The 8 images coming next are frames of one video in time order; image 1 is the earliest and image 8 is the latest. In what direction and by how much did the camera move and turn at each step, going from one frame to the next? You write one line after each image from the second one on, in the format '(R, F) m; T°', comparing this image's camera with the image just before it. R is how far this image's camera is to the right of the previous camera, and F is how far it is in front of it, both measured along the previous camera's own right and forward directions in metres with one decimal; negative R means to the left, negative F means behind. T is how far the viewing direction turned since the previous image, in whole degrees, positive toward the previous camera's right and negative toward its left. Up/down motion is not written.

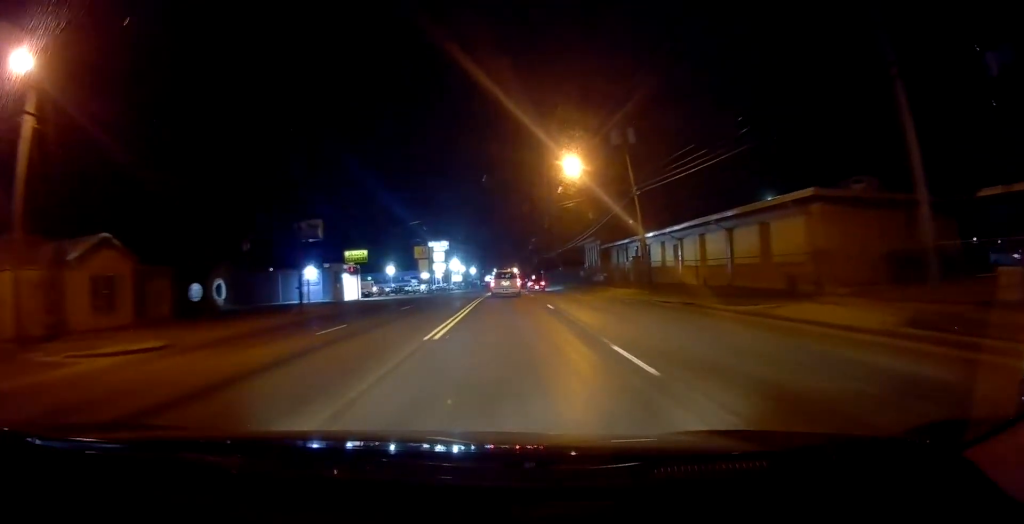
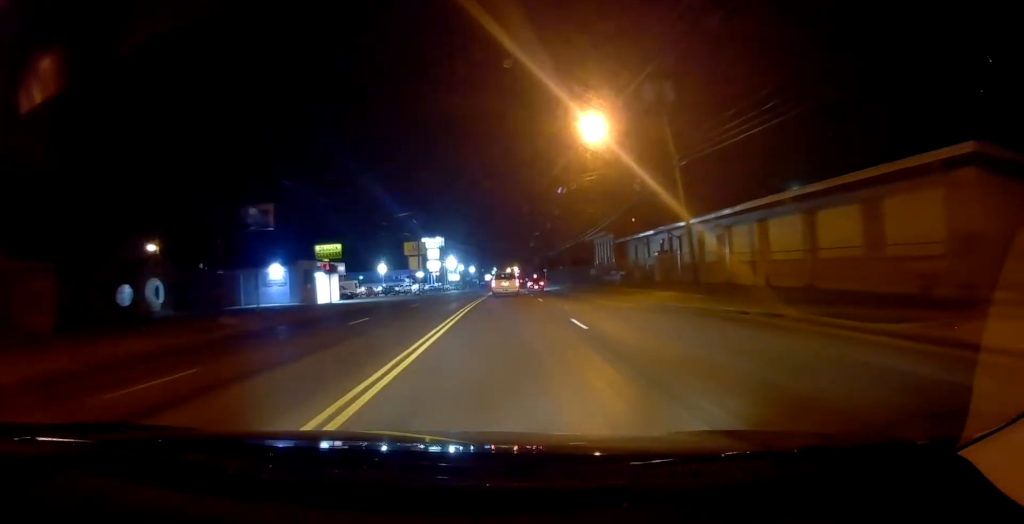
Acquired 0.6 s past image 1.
(-0.2, +9.2) m; +1°
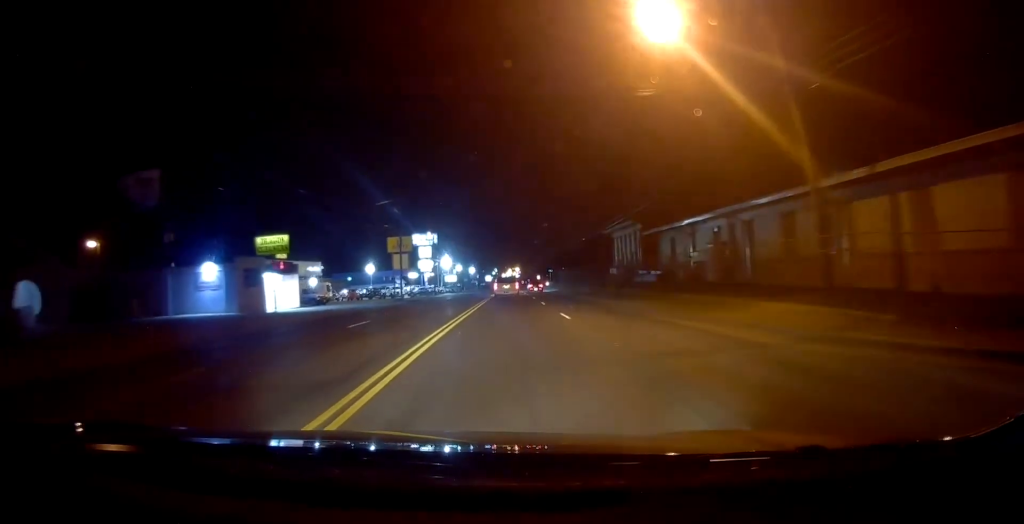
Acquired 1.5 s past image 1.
(+0.7, +12.5) m; 0°
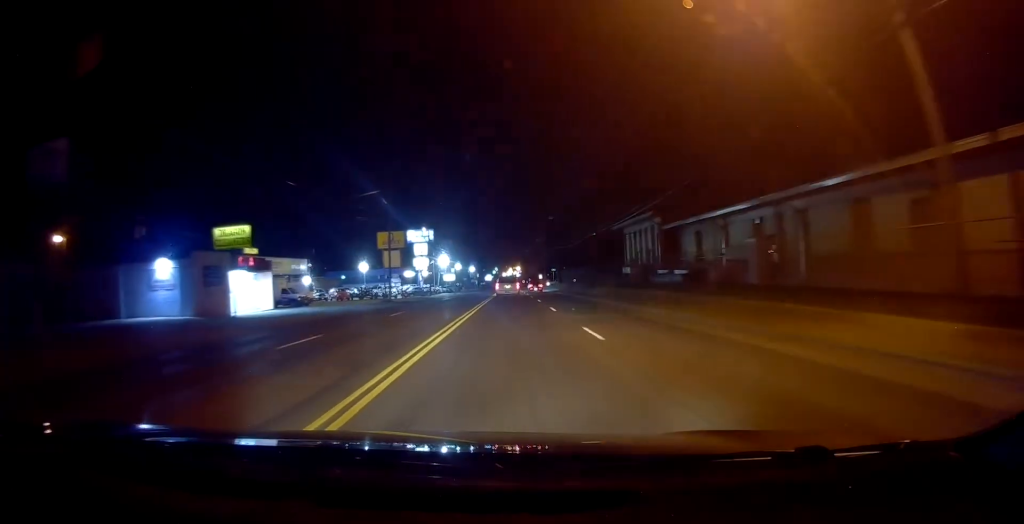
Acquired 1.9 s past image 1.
(-0.2, +6.0) m; 0°
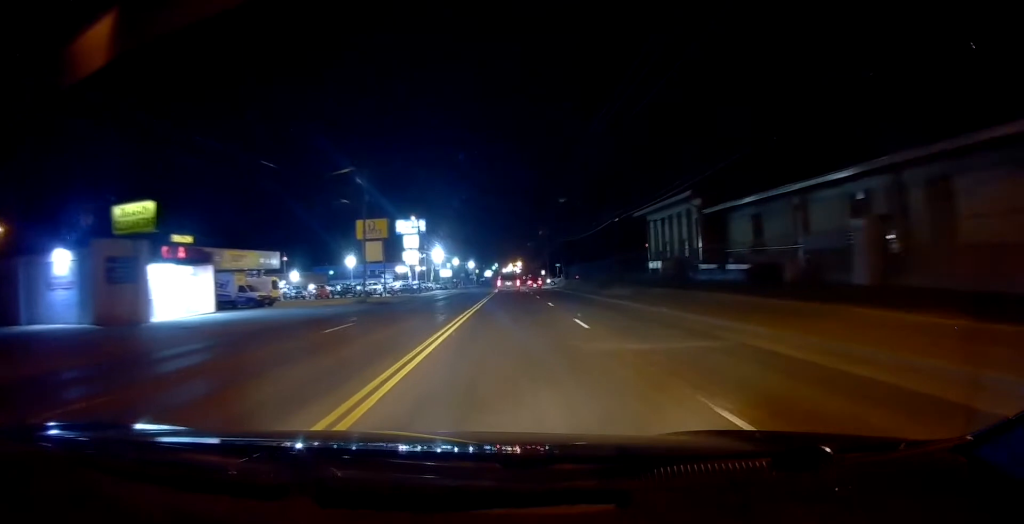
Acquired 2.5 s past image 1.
(-0.5, +9.7) m; 0°
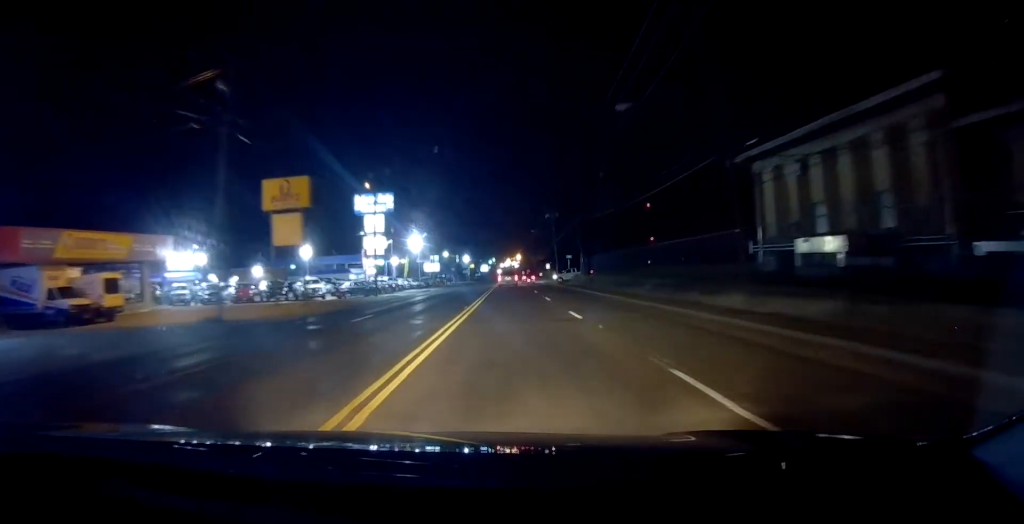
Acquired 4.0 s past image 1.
(+0.4, +22.5) m; 0°
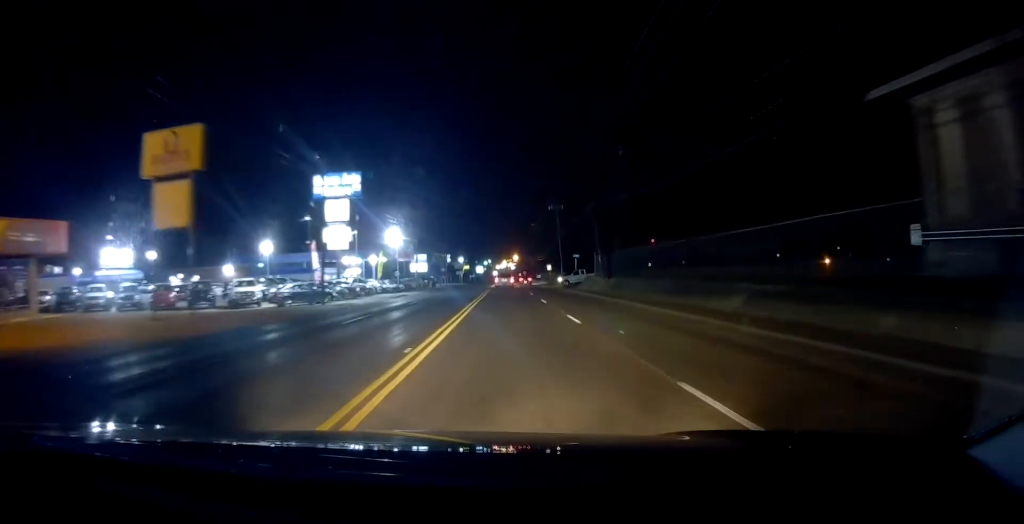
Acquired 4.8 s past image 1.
(-0.2, +12.8) m; +1°
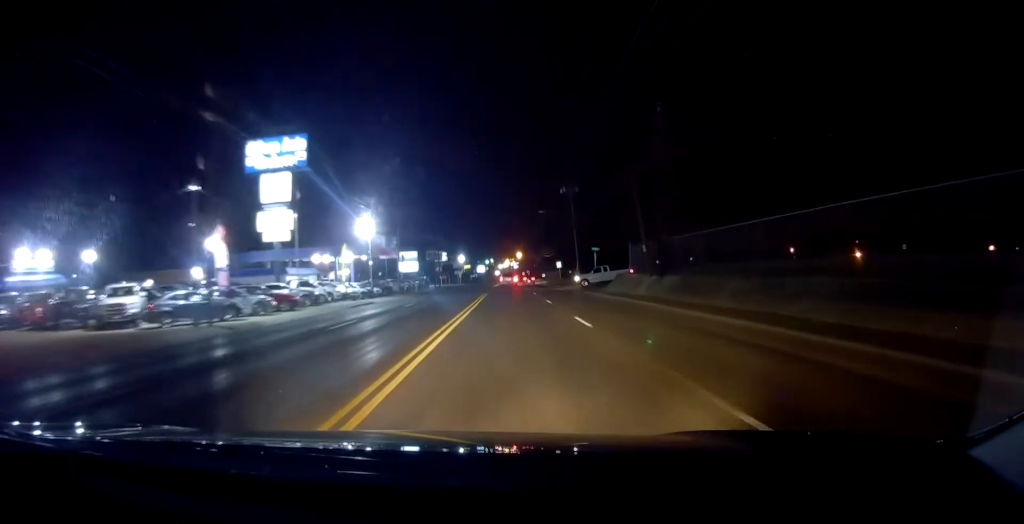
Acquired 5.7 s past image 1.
(+0.5, +13.5) m; +2°
